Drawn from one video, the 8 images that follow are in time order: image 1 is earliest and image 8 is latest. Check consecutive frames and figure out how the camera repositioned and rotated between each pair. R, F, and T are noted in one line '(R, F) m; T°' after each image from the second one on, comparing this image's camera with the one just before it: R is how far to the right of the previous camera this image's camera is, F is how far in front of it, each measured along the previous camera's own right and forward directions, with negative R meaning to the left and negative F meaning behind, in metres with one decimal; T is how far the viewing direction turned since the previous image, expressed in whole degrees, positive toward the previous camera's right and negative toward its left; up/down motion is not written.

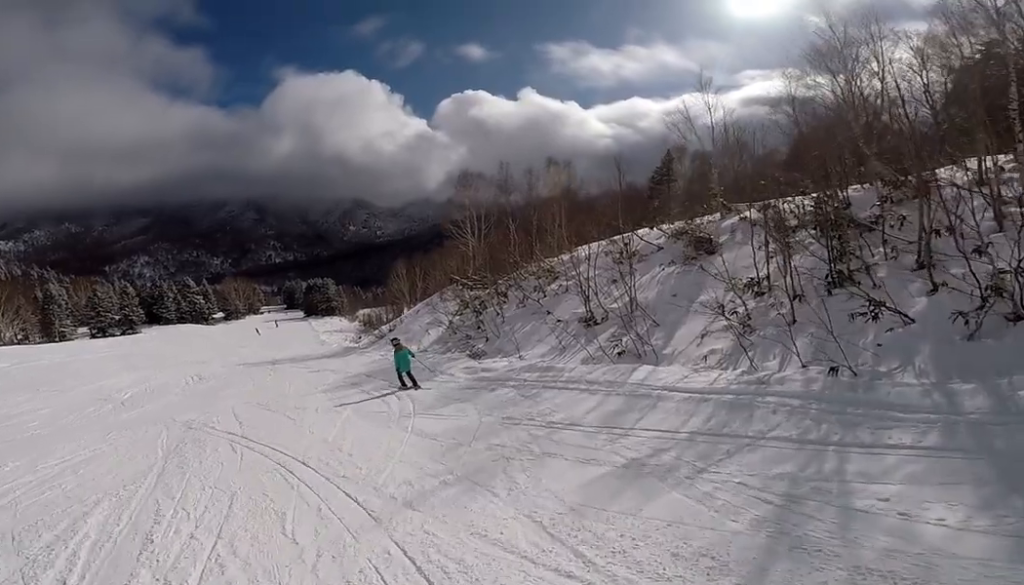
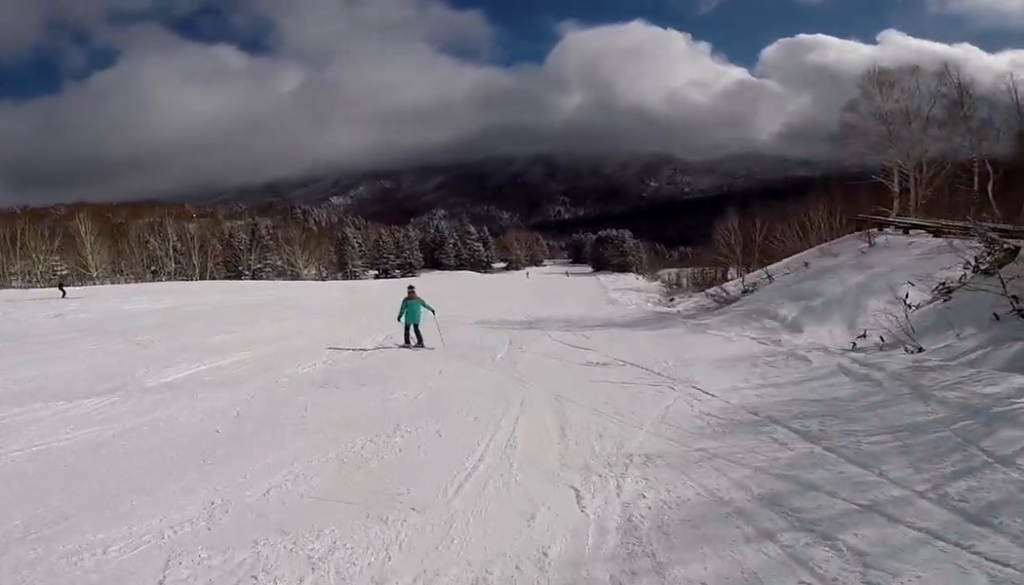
(-3.1, +12.3) m; -36°
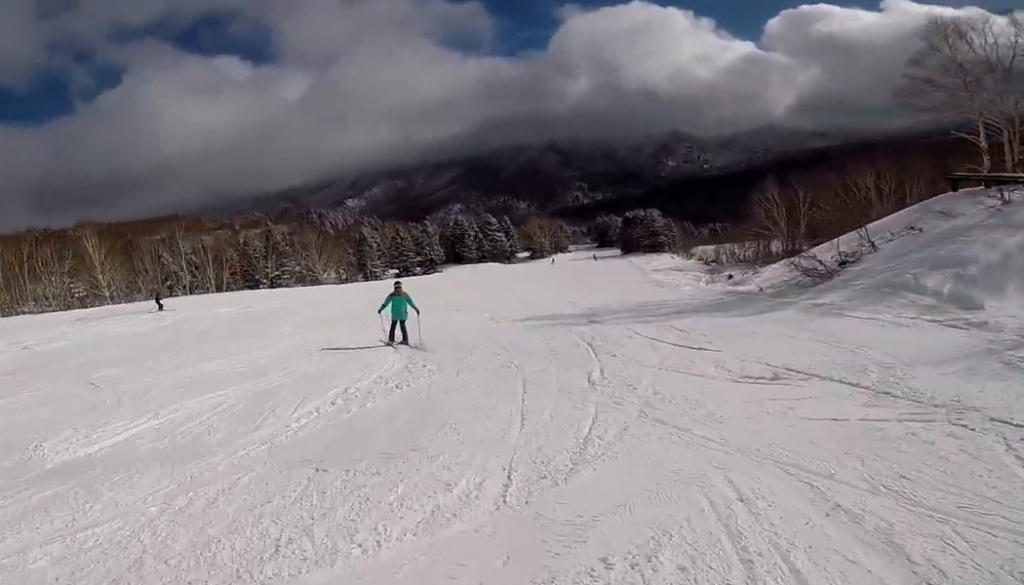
(-0.3, +3.2) m; -6°
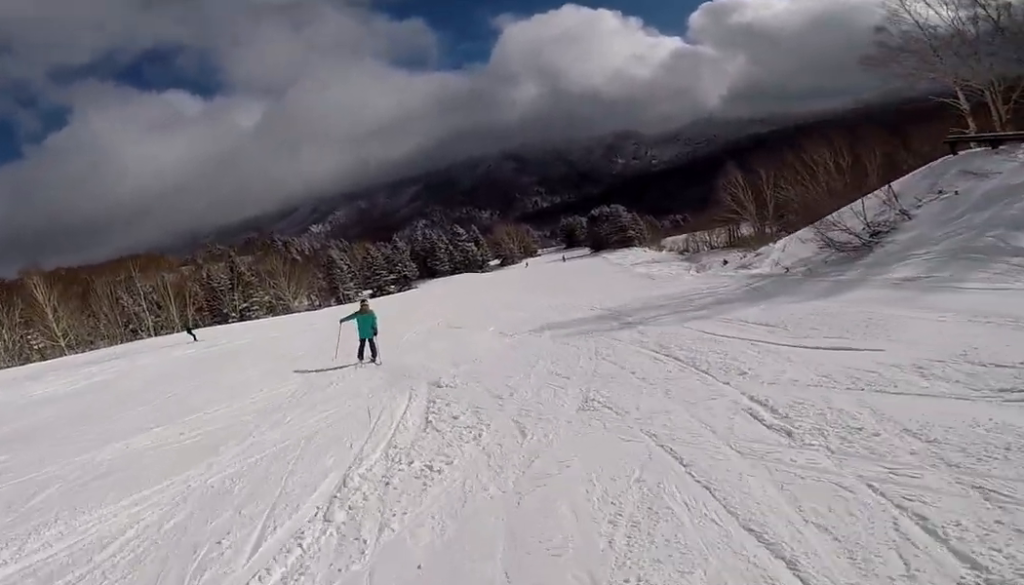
(-1.0, +2.9) m; +1°
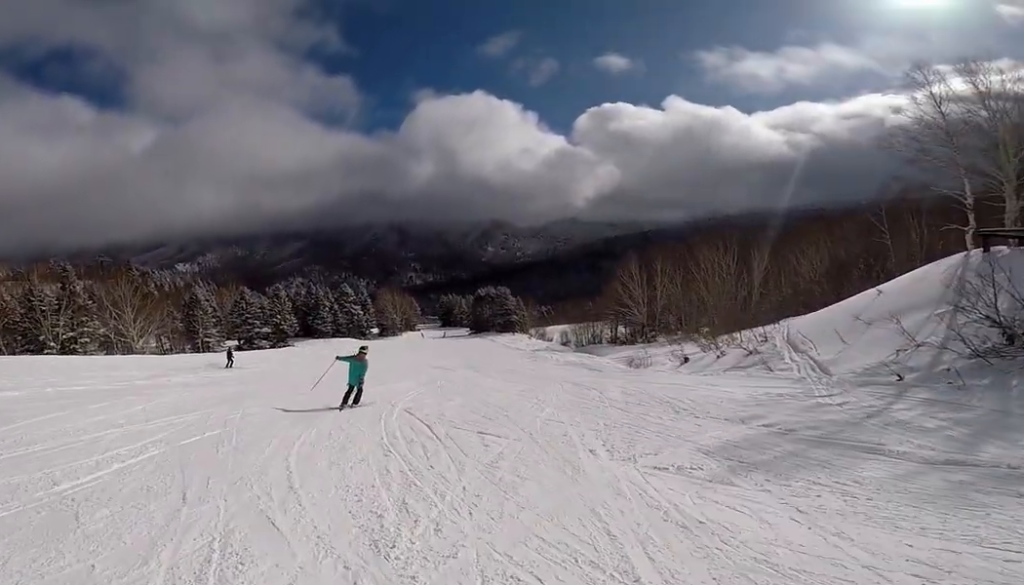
(+2.0, +9.5) m; +23°
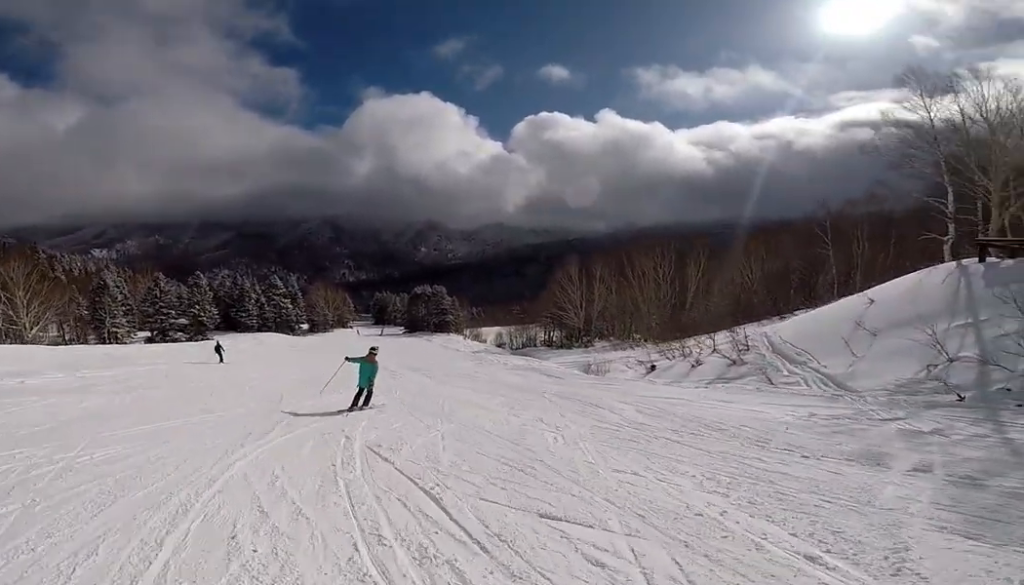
(0.0, +4.5) m; +8°
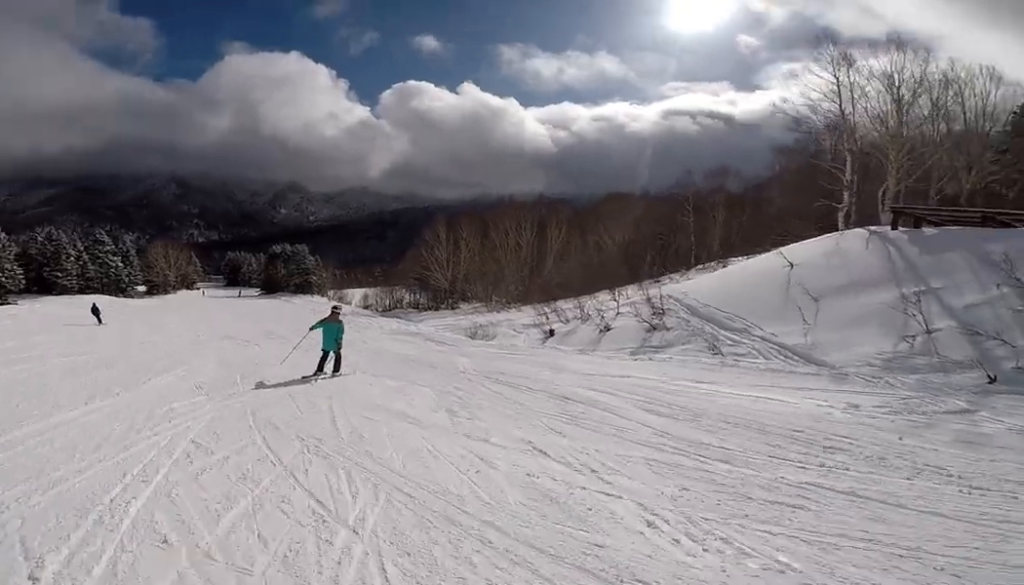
(+0.4, +5.6) m; +10°
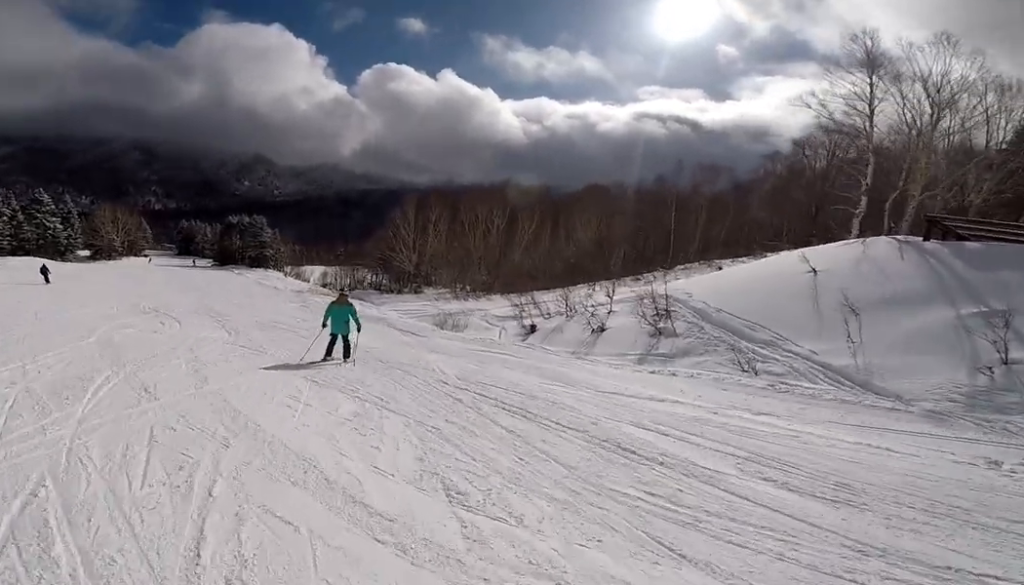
(+0.5, +3.6) m; +7°
